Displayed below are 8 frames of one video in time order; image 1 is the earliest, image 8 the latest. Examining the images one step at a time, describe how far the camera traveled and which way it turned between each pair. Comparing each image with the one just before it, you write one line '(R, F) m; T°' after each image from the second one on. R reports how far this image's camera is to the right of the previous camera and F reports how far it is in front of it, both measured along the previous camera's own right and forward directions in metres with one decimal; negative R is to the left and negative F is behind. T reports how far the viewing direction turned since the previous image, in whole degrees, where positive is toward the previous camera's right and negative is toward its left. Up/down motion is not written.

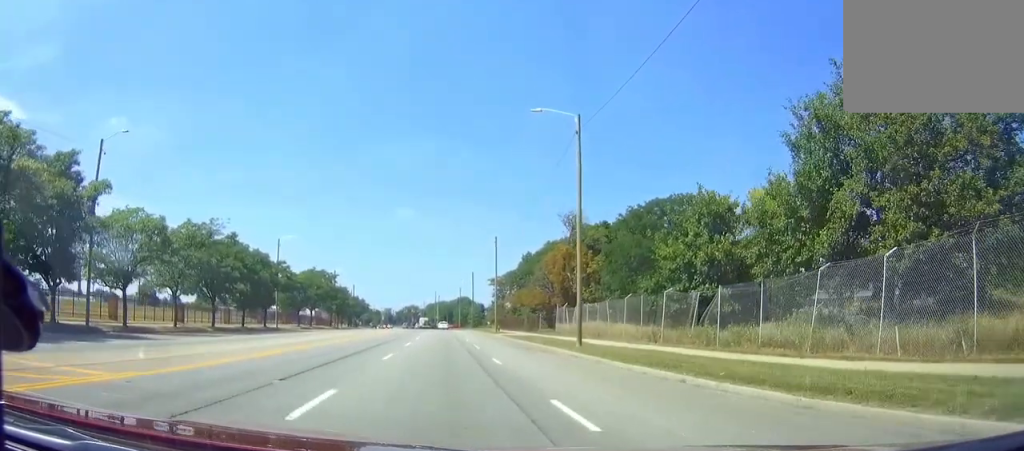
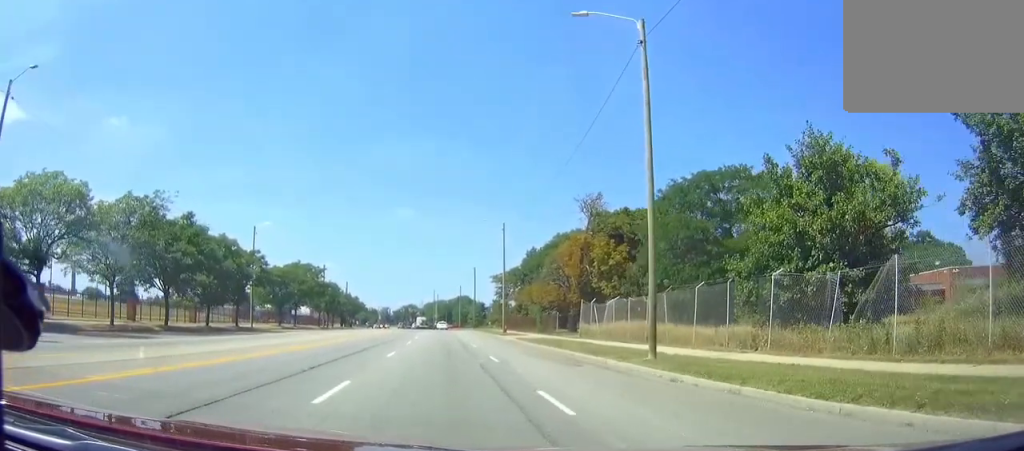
(0.0, +10.9) m; 0°
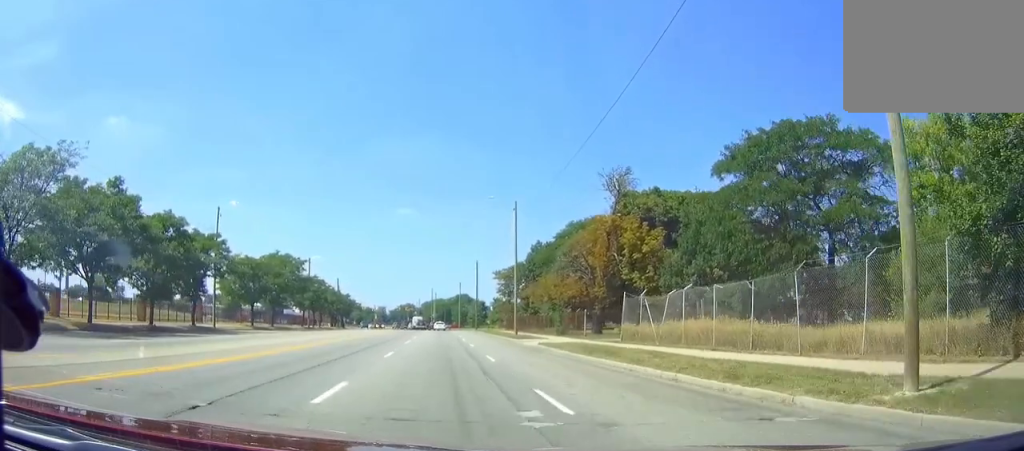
(0.0, +11.5) m; 0°
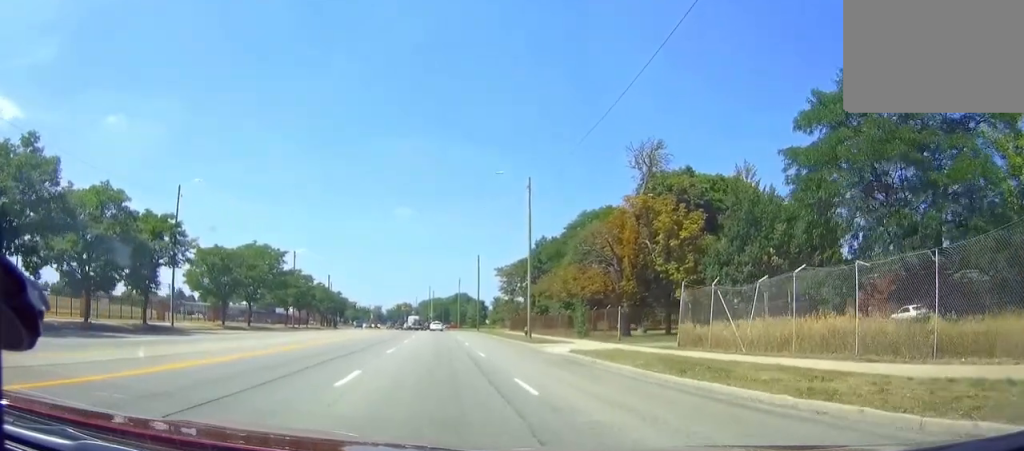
(-0.1, +9.7) m; 0°
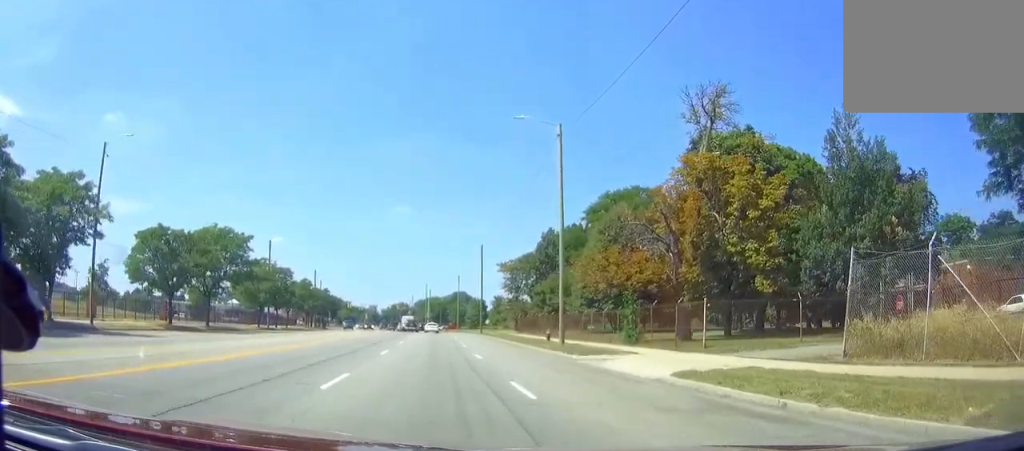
(0.0, +12.2) m; 0°
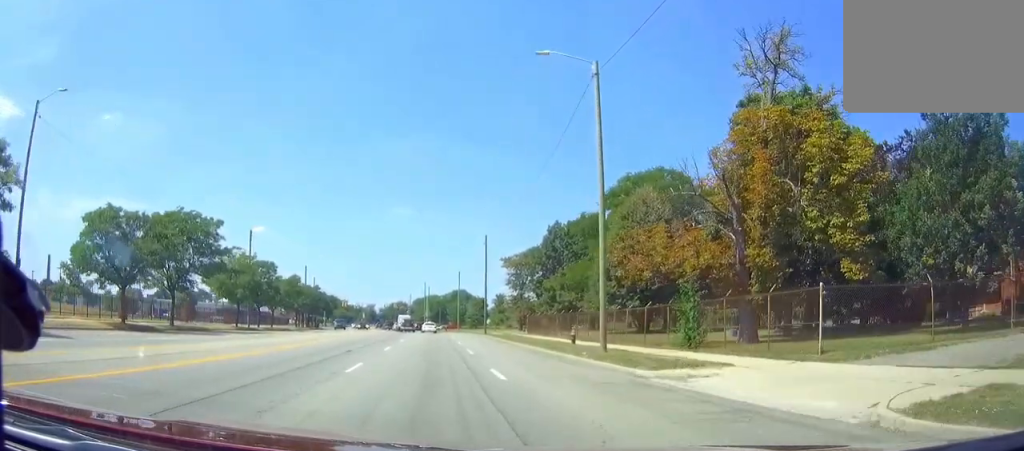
(0.0, +8.3) m; 0°
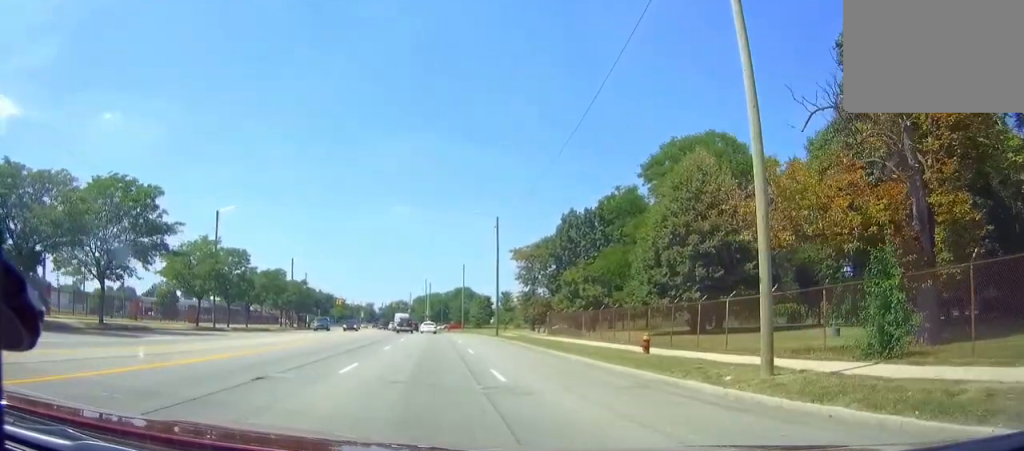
(0.0, +12.1) m; 0°
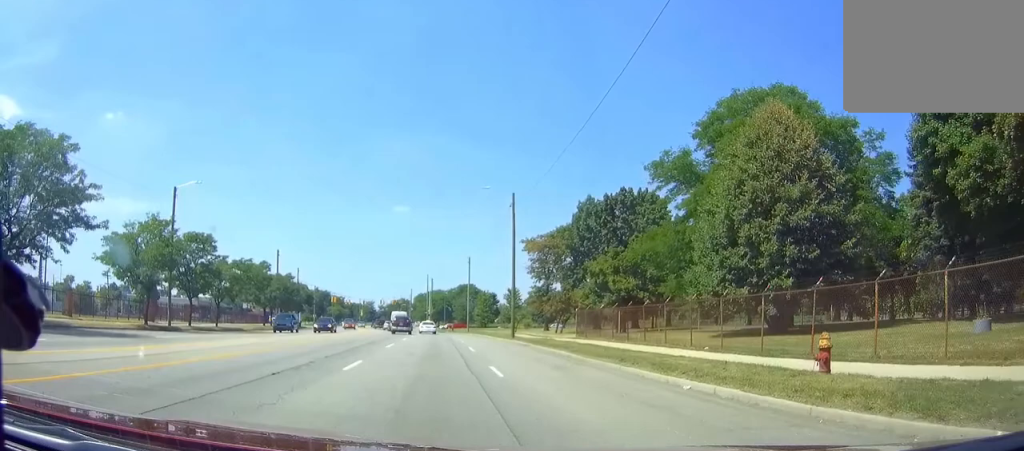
(0.0, +11.1) m; 0°
